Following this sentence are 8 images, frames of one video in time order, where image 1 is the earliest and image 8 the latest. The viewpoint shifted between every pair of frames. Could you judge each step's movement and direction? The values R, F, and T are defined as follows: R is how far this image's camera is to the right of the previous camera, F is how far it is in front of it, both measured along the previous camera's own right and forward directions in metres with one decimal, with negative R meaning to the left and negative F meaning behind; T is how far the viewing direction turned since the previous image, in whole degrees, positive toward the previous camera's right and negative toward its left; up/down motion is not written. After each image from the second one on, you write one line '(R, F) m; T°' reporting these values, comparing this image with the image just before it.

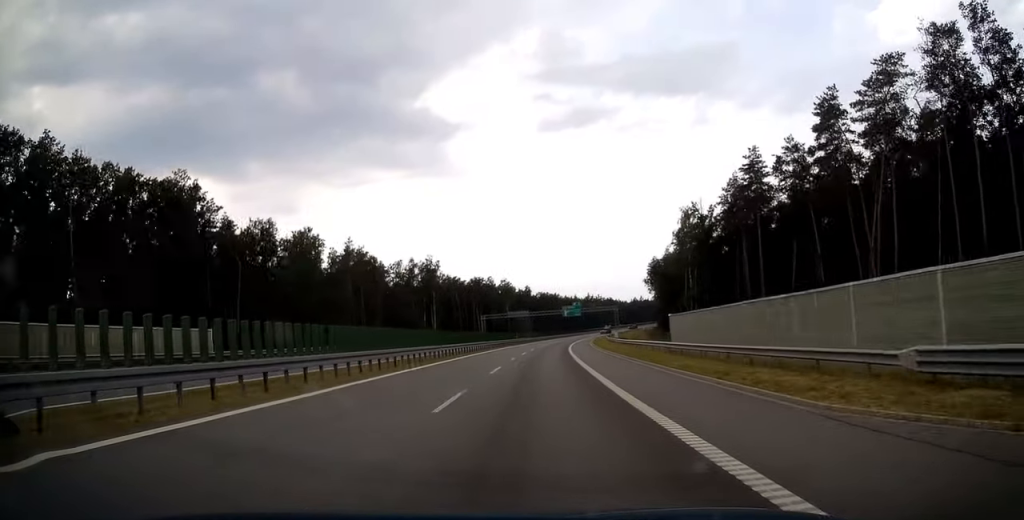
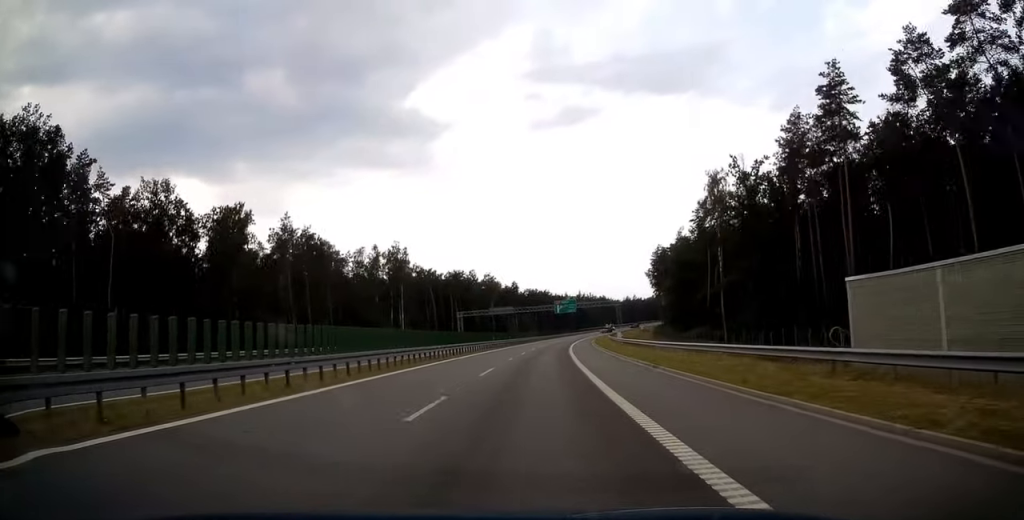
(-0.1, +24.8) m; +1°
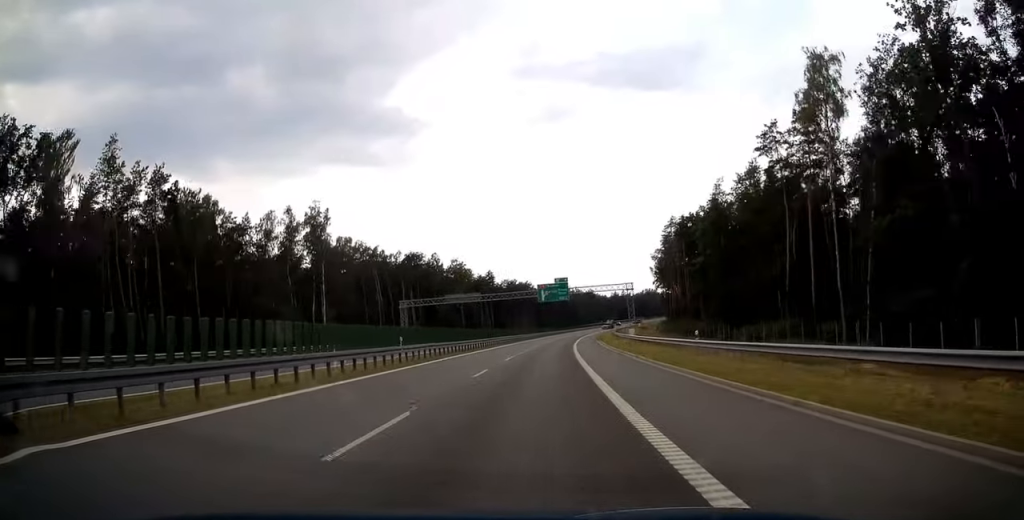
(+0.9, +39.0) m; +2°
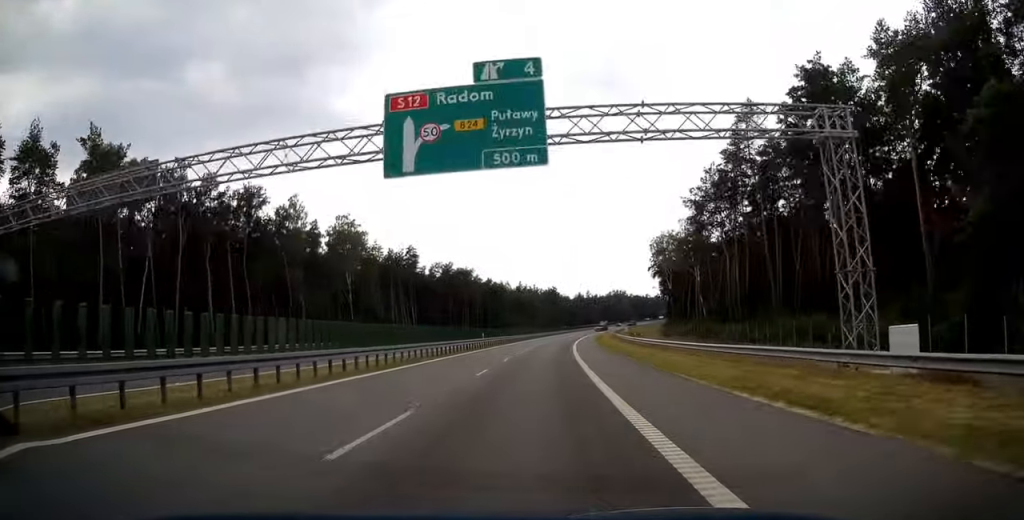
(+2.2, +71.1) m; +4°
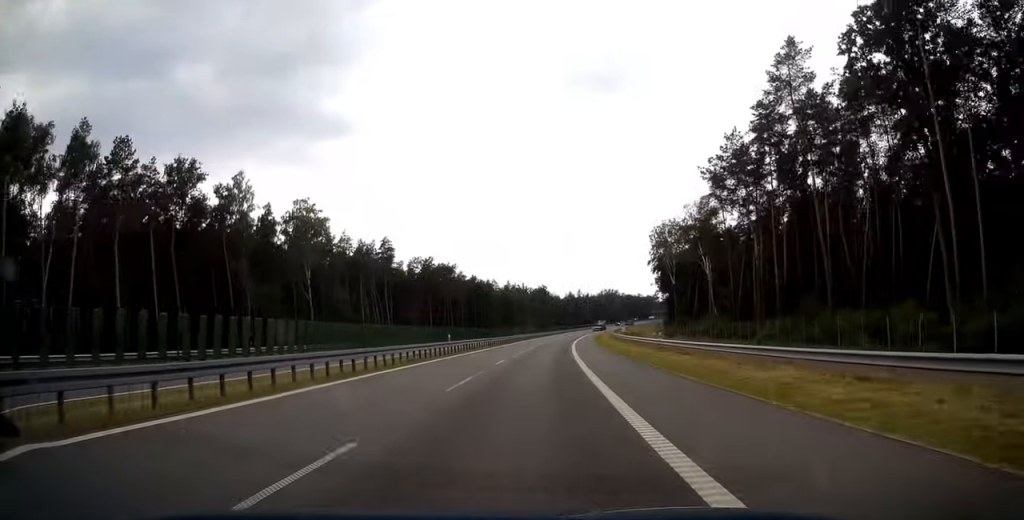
(+0.2, +14.8) m; +1°
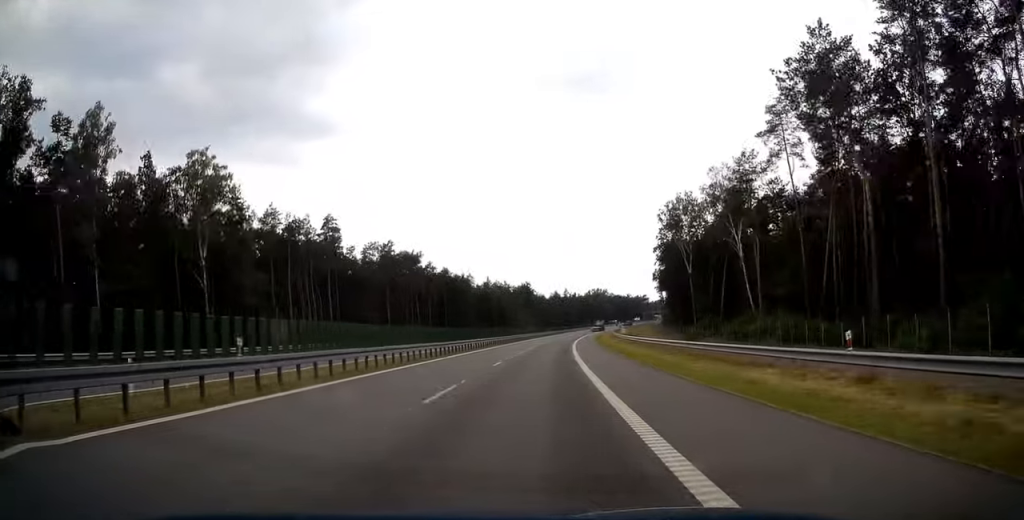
(+0.3, +27.3) m; +1°
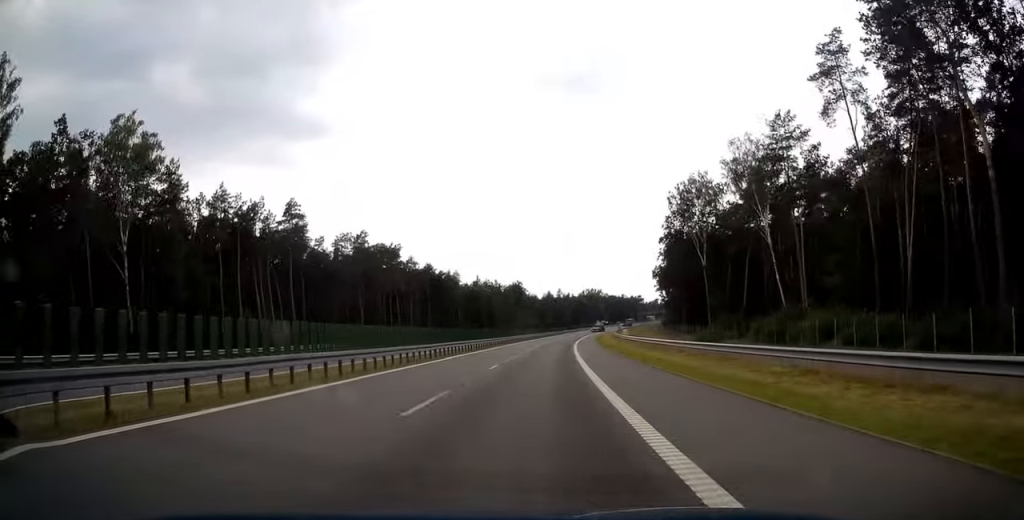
(0.0, +13.7) m; +1°
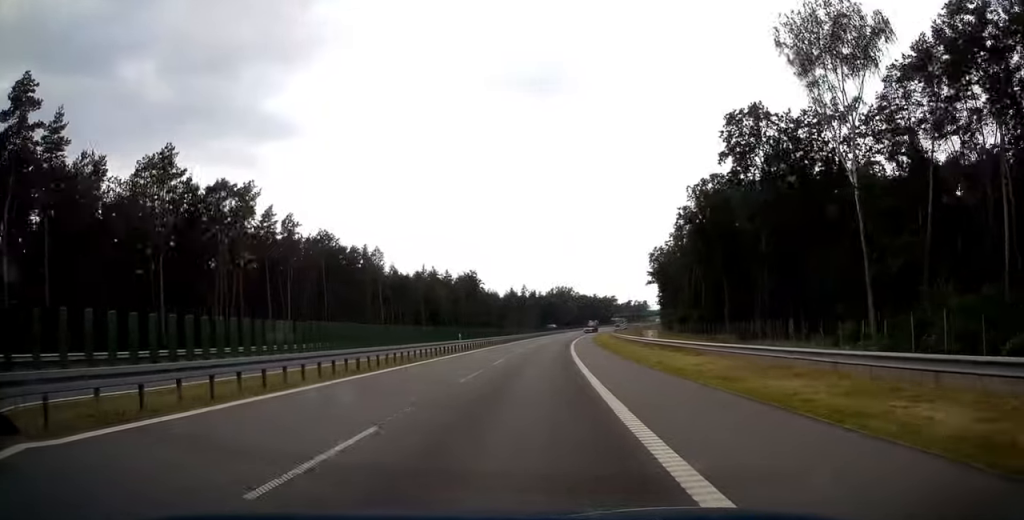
(+1.2, +52.9) m; +3°
